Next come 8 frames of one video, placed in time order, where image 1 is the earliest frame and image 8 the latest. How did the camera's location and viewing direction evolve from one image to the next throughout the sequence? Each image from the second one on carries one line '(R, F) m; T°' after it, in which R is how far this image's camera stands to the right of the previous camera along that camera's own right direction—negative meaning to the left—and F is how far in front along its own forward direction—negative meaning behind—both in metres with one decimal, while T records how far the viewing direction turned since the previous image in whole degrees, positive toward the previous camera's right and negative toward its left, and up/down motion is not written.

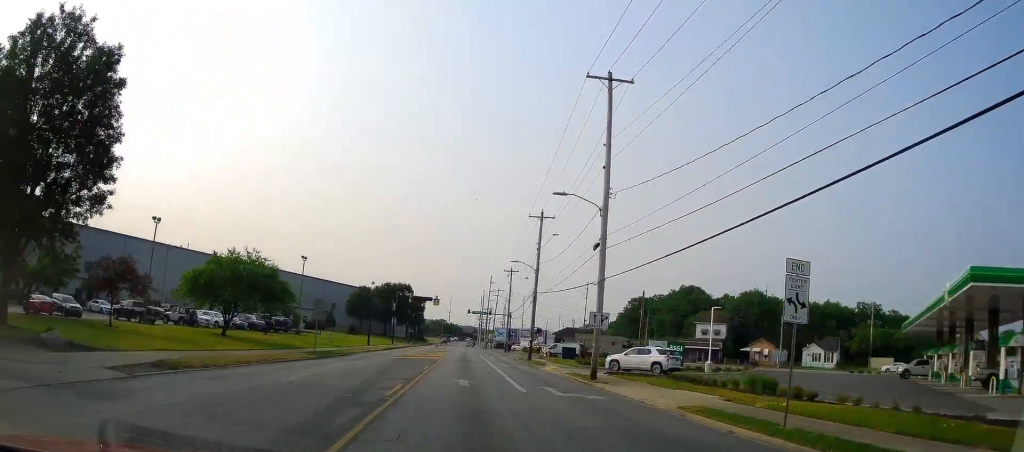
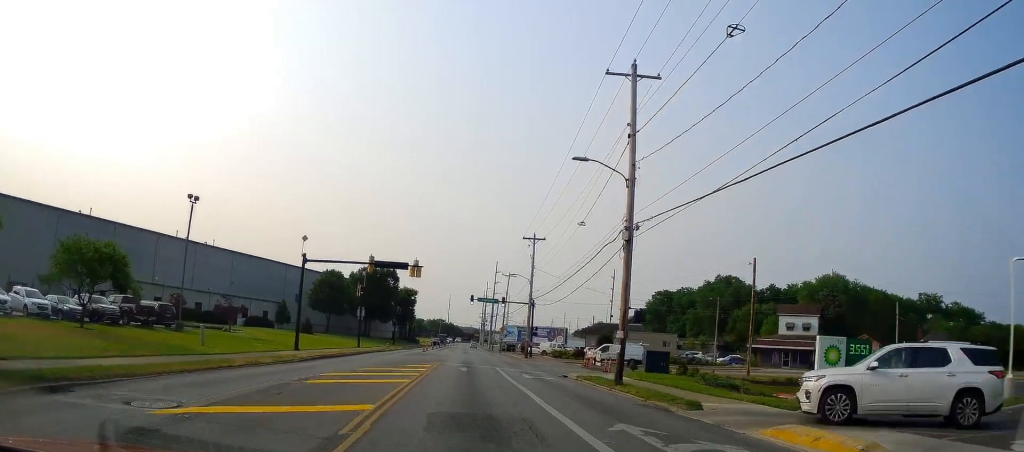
(0.0, +29.6) m; +3°
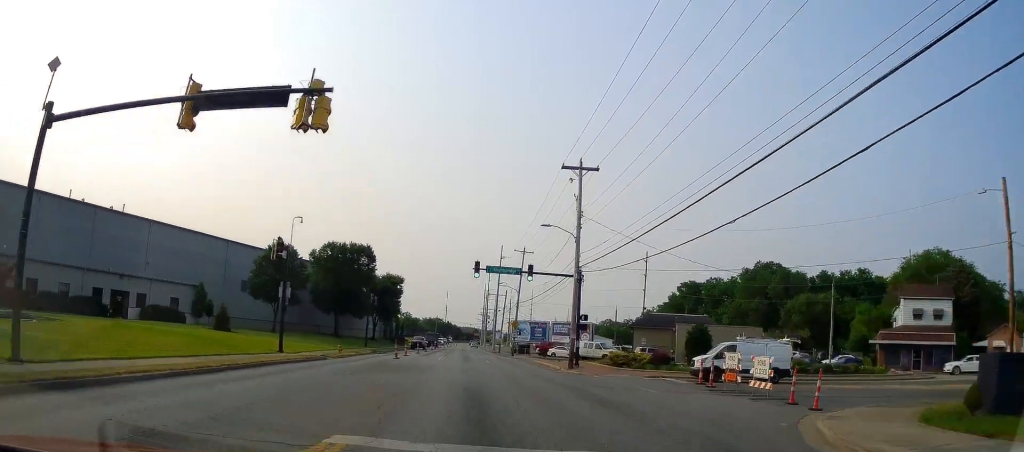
(+0.5, +26.1) m; 0°
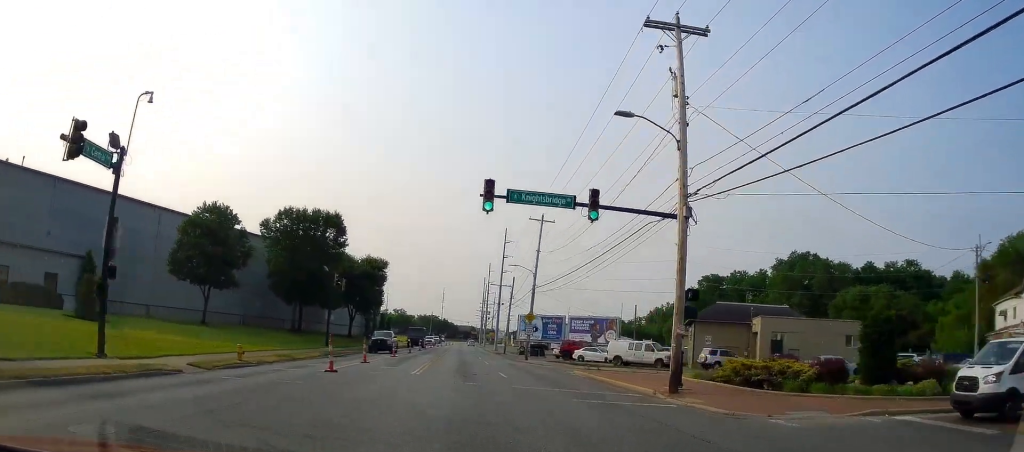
(-0.2, +18.6) m; 0°
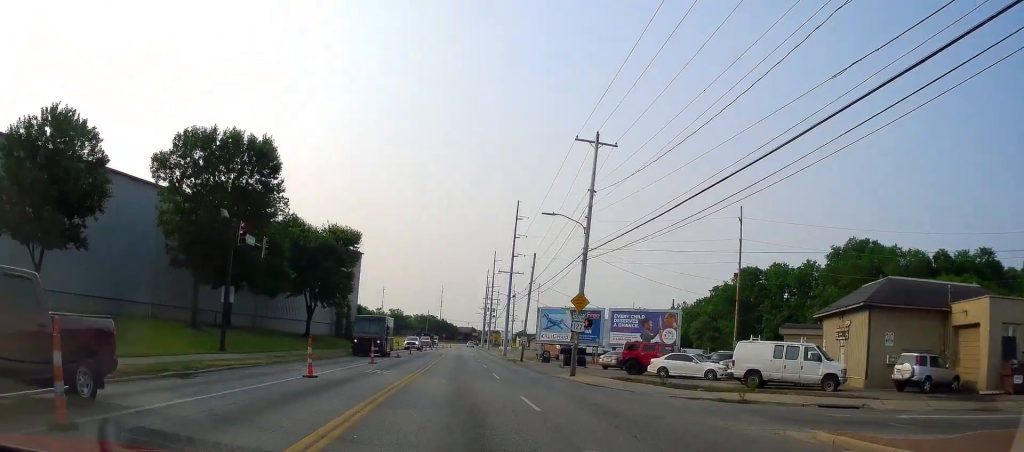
(+0.2, +22.6) m; 0°
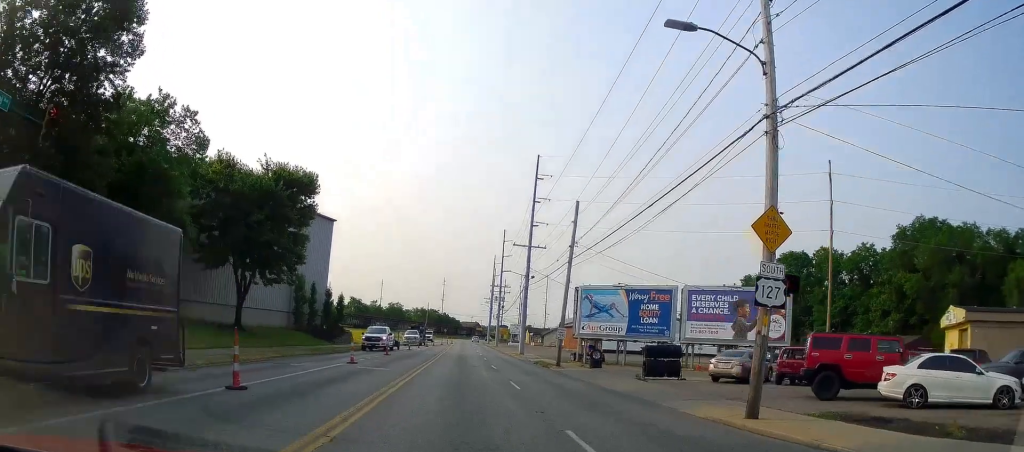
(-0.4, +19.7) m; -1°
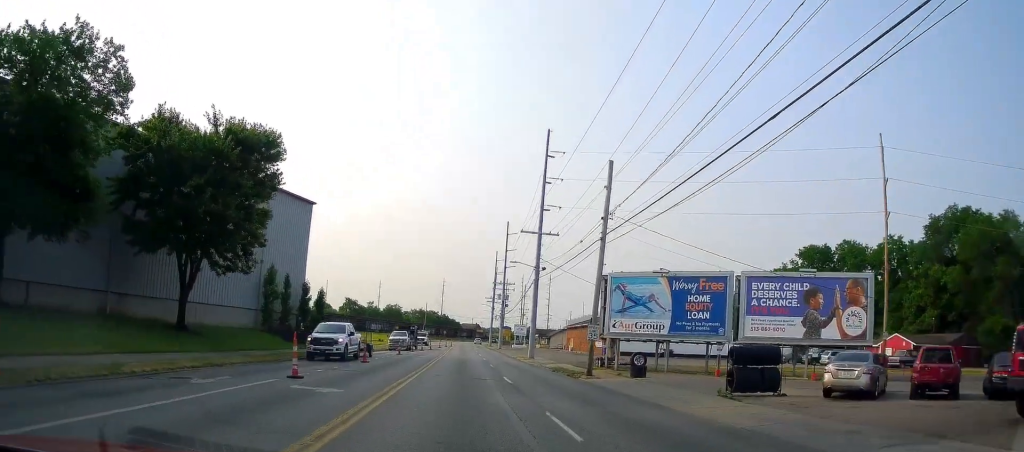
(0.0, +8.7) m; +1°
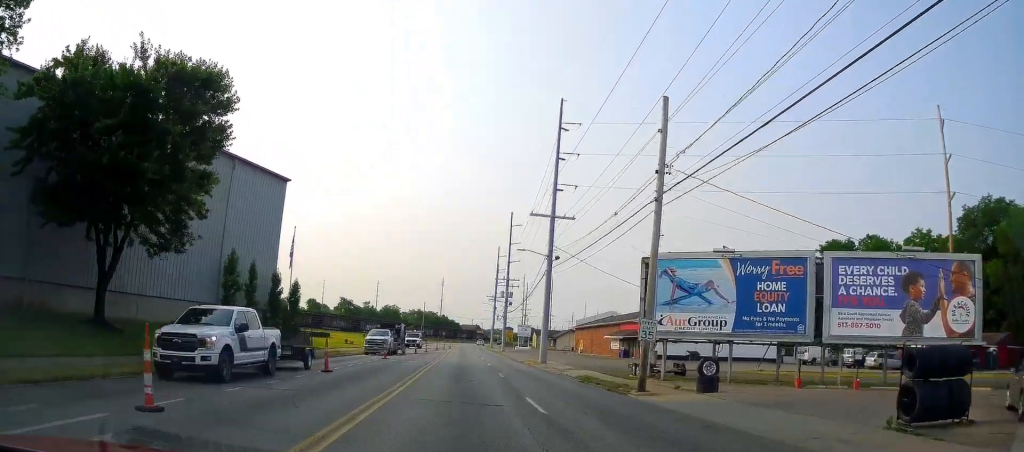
(0.0, +8.1) m; 0°
